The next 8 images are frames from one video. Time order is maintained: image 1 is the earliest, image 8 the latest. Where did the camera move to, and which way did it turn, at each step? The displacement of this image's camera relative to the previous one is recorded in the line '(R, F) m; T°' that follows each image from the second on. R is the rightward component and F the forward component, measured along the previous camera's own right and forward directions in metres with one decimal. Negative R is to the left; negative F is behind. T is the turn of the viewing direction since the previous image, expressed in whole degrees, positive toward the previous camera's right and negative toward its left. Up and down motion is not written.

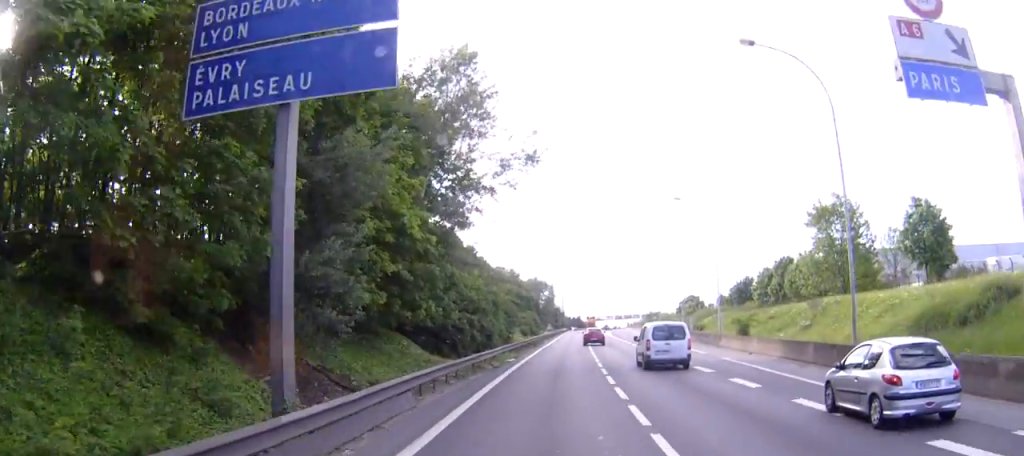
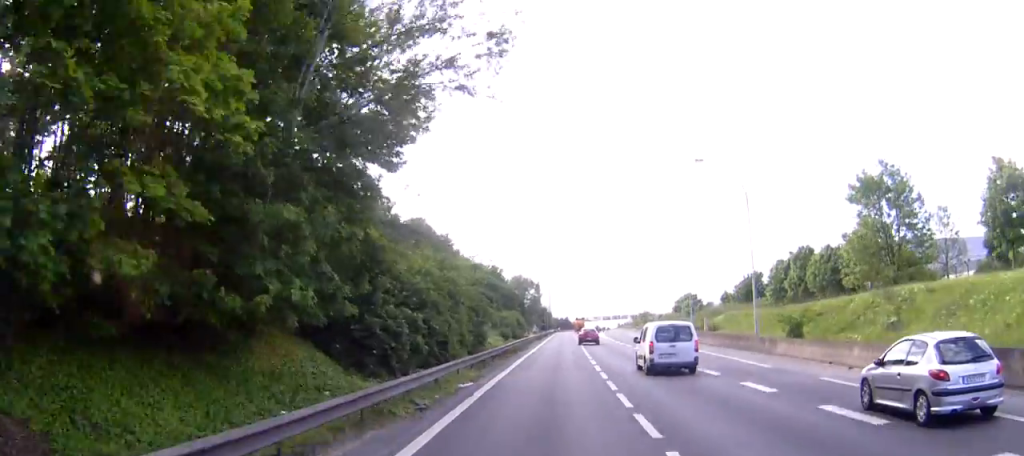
(+0.3, +14.9) m; +1°
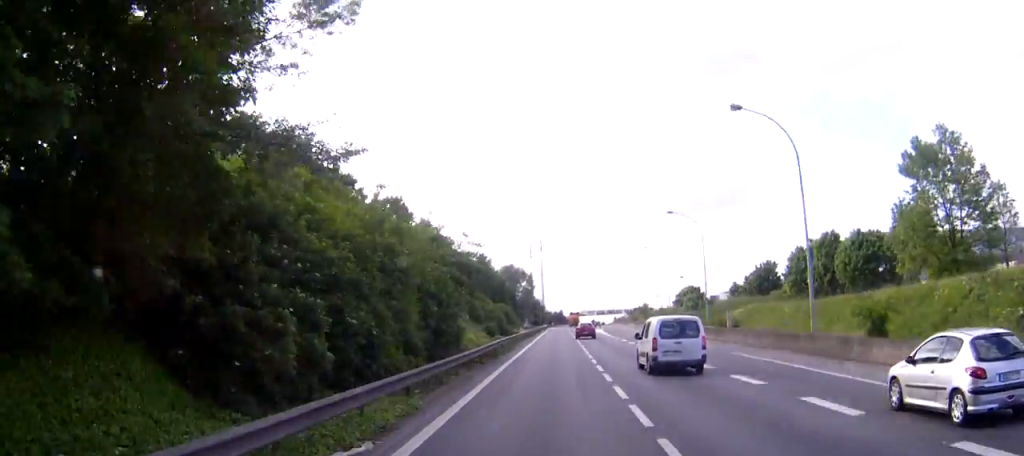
(+0.2, +12.0) m; +1°
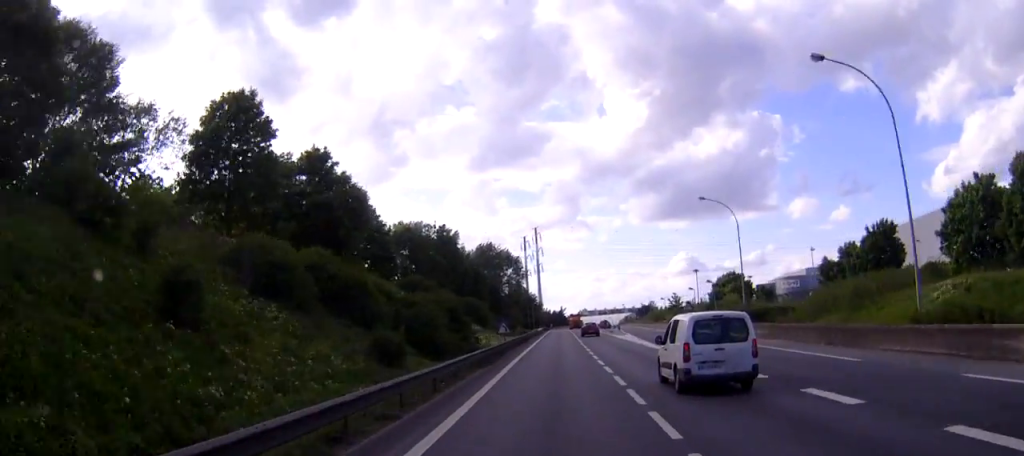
(+0.6, +45.3) m; +2°
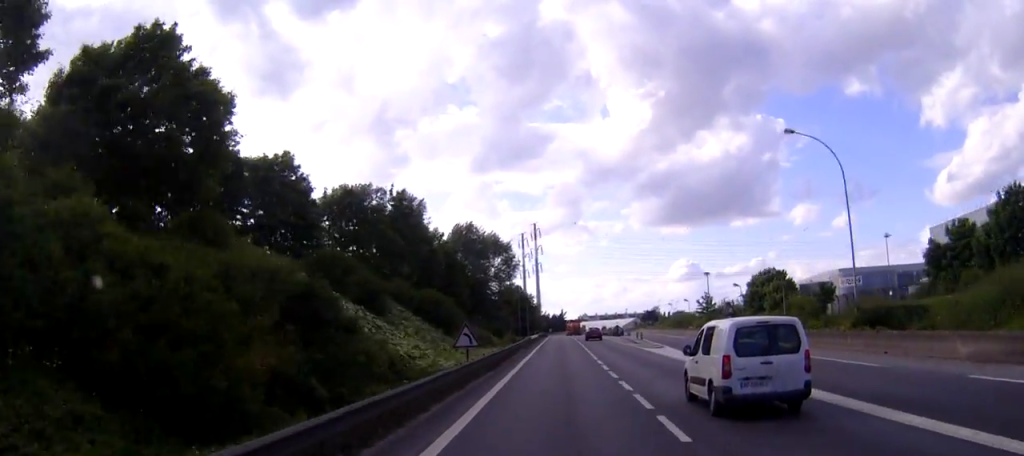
(+0.2, +26.0) m; +1°
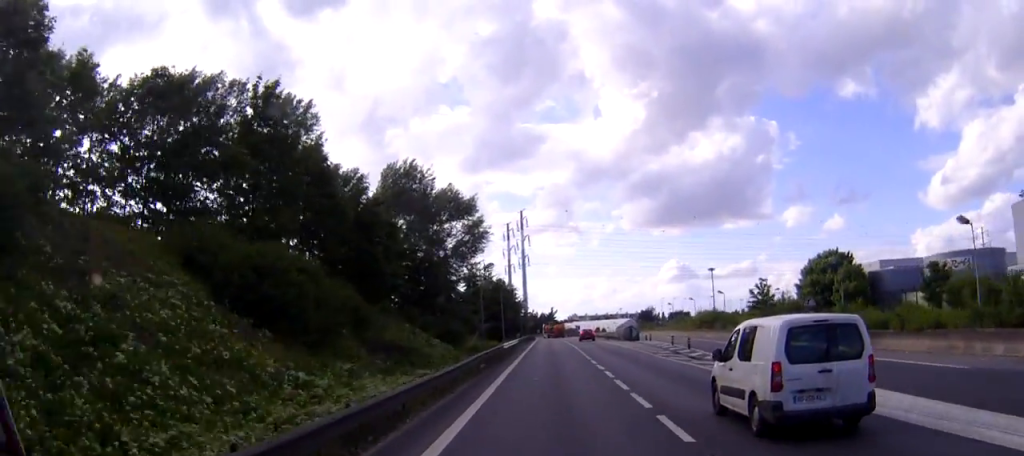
(0.0, +30.9) m; 0°
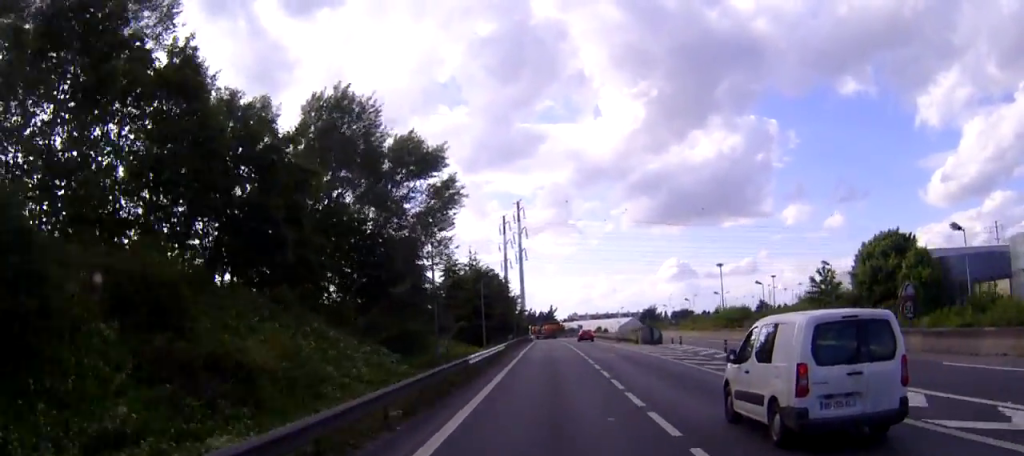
(0.0, +17.1) m; 0°
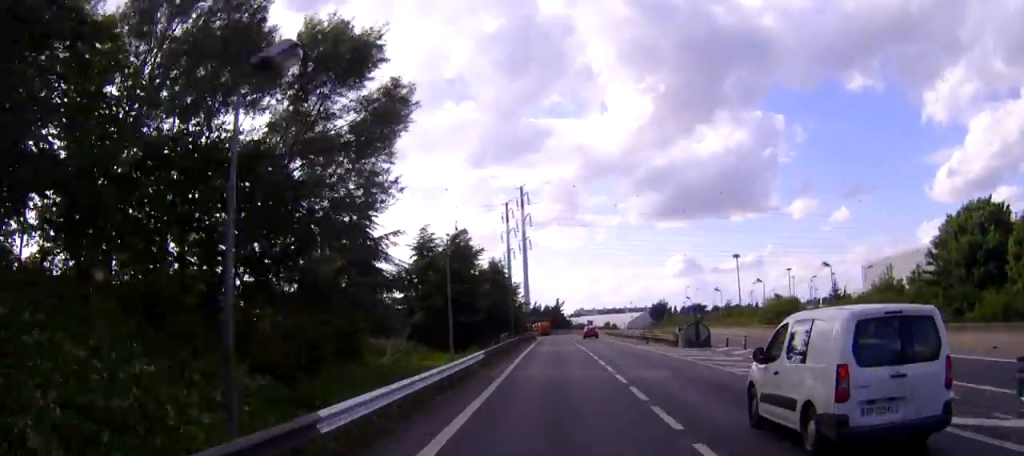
(0.0, +17.2) m; 0°
